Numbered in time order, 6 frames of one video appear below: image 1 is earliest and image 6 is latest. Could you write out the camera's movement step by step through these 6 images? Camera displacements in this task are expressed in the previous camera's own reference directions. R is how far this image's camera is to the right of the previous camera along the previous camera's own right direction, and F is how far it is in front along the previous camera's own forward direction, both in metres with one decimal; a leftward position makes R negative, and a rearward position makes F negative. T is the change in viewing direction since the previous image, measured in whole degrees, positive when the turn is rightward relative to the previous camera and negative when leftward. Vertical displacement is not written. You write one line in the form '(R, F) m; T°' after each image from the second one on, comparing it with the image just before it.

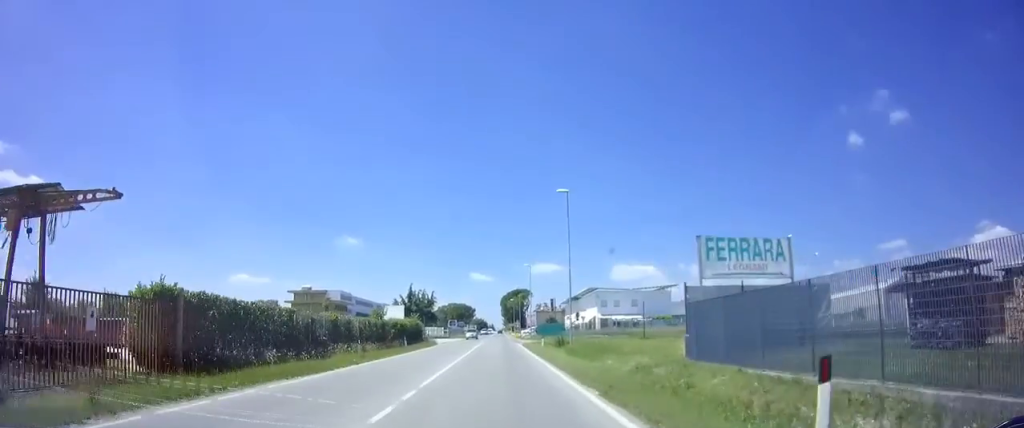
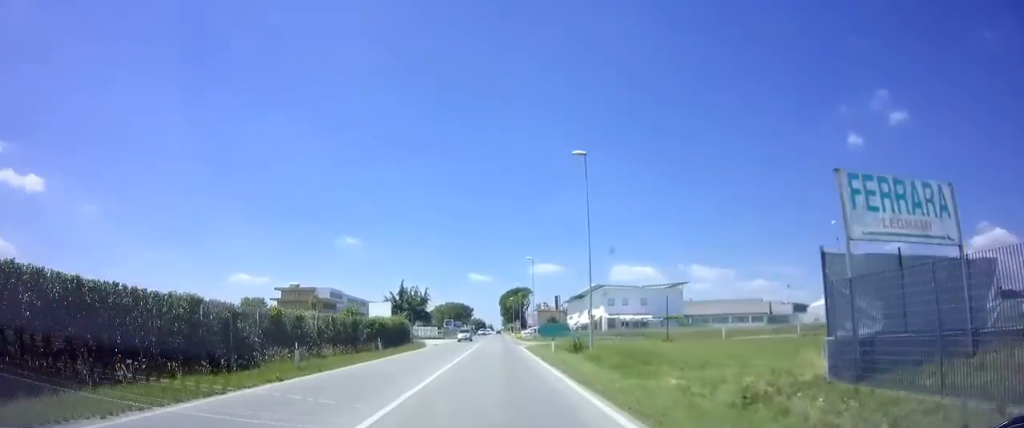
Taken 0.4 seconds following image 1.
(-0.1, +7.3) m; 0°
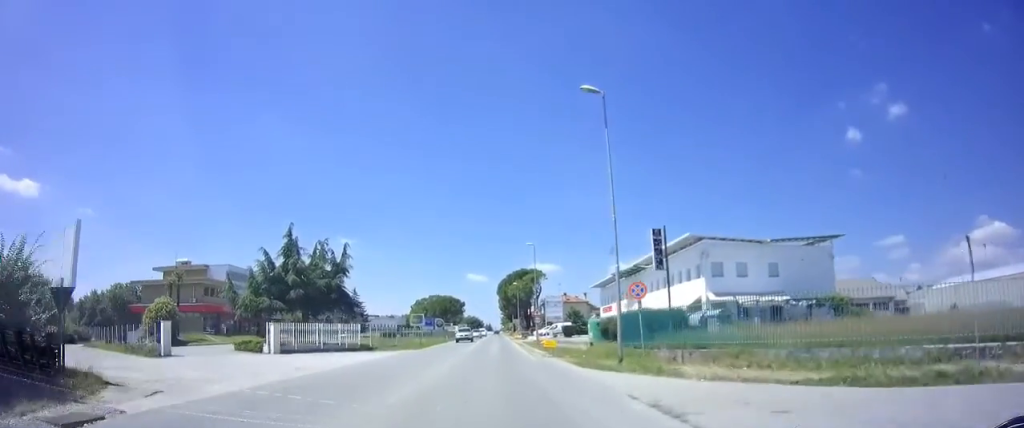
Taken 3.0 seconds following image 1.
(-0.2, +46.5) m; 0°
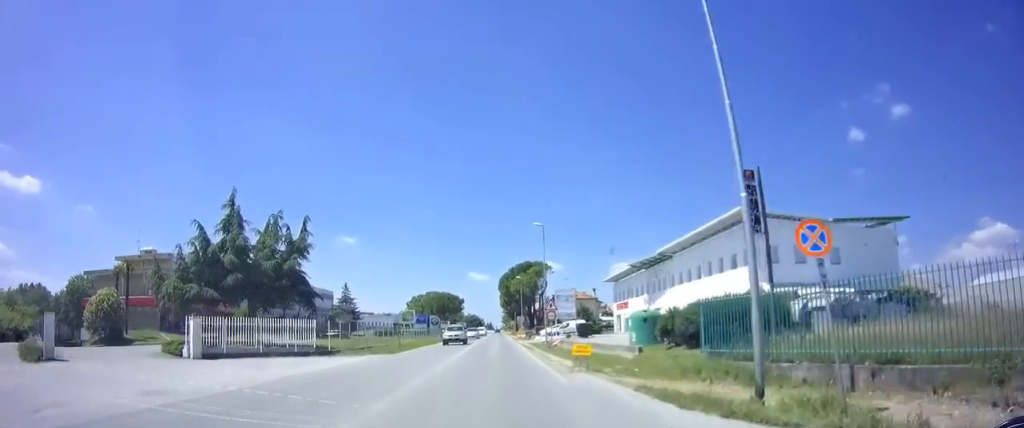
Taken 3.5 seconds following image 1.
(-0.1, +9.7) m; +1°
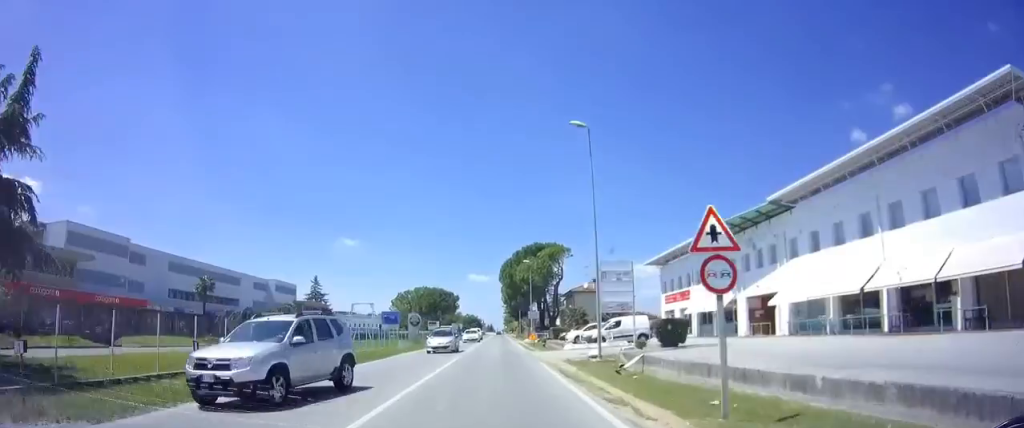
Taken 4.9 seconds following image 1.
(+0.3, +24.7) m; 0°
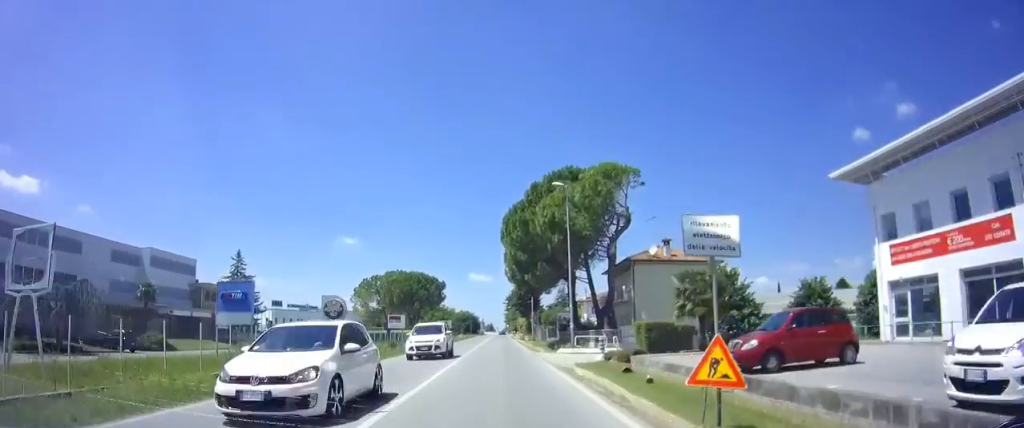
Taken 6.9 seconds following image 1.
(-0.6, +35.6) m; -1°
